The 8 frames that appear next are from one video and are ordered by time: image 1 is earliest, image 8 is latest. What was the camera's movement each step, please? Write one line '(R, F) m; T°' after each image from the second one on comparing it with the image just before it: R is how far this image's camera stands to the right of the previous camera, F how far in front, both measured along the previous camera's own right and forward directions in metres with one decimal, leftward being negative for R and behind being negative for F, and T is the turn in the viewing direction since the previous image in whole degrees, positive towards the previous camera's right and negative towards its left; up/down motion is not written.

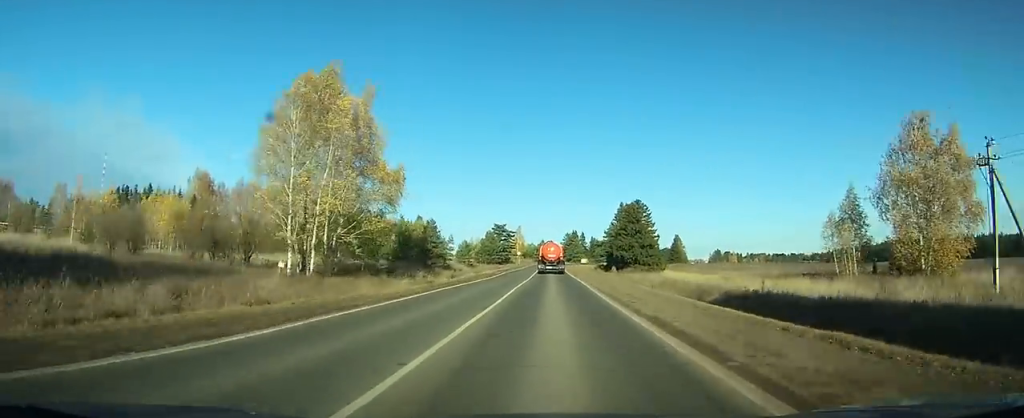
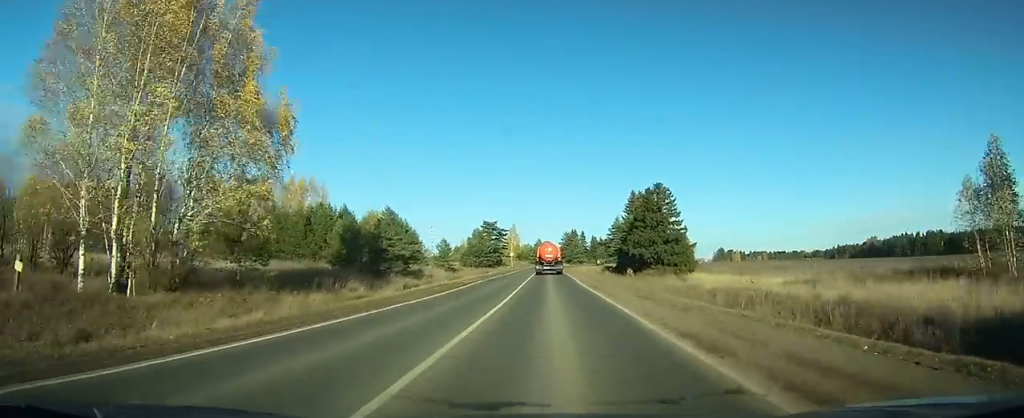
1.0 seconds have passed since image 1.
(0.0, +21.4) m; 0°
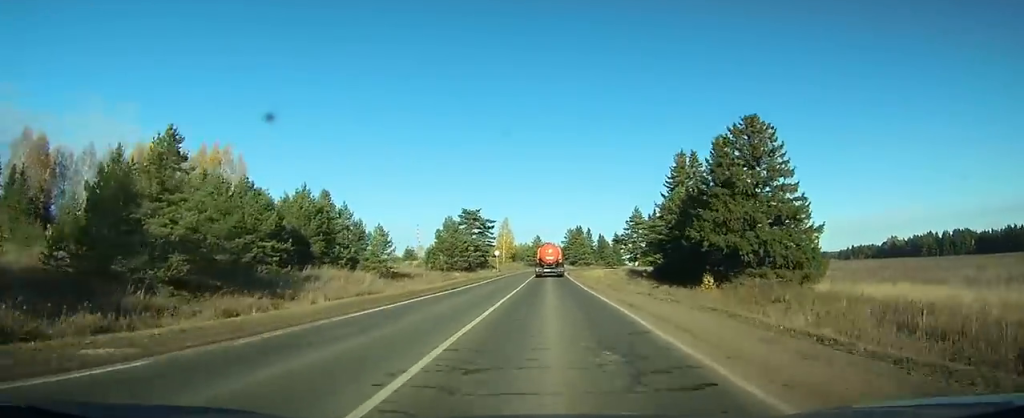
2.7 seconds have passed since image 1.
(0.0, +37.1) m; 0°
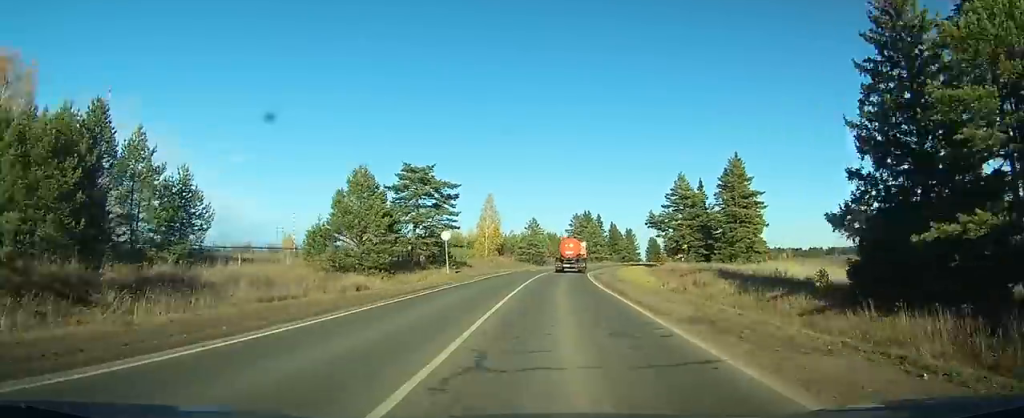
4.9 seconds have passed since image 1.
(+0.1, +46.5) m; 0°
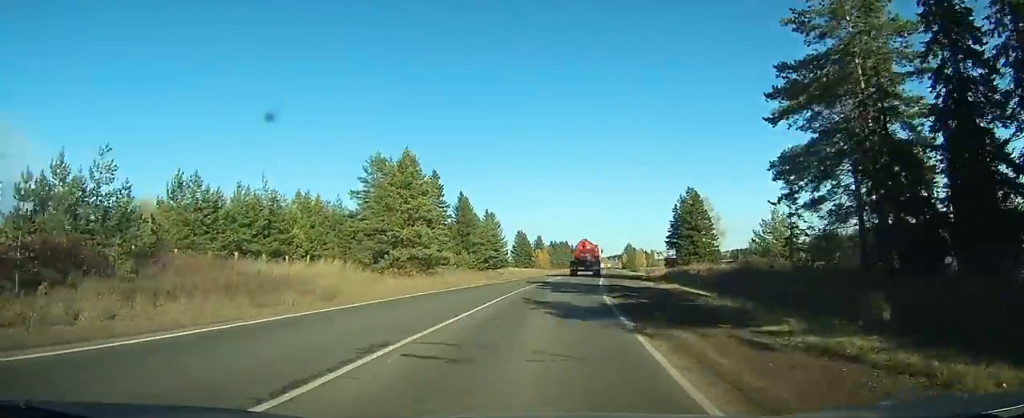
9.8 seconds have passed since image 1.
(+5.4, +99.8) m; +9°
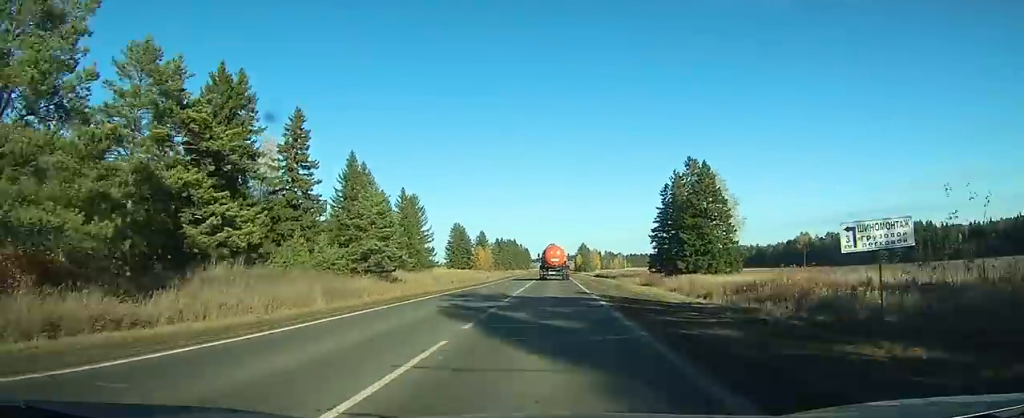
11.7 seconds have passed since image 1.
(+1.9, +37.8) m; +5°
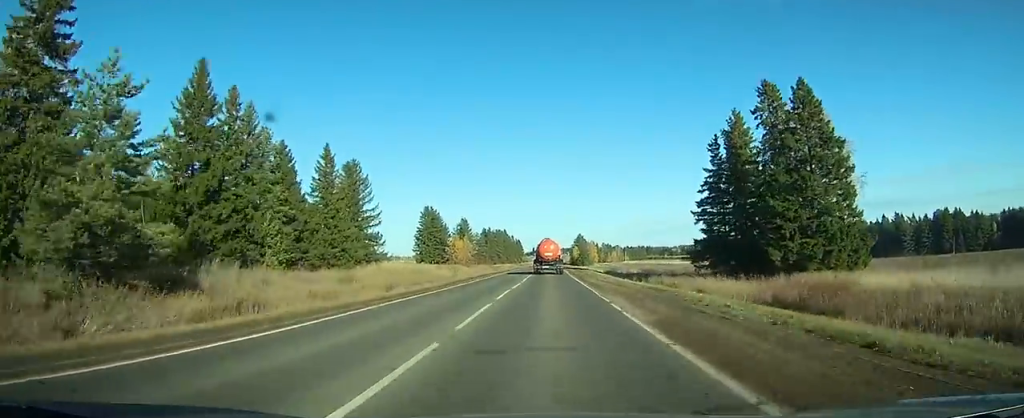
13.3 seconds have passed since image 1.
(+1.1, +32.5) m; +3°
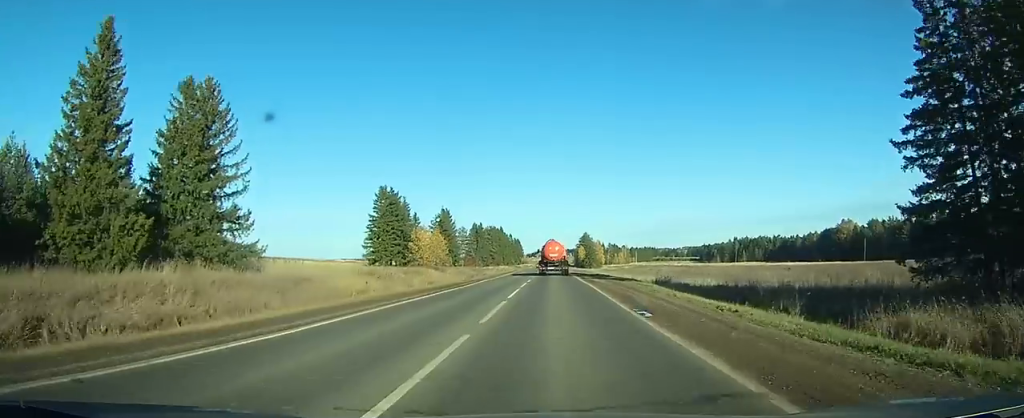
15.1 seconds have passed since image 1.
(+0.8, +38.2) m; +2°
